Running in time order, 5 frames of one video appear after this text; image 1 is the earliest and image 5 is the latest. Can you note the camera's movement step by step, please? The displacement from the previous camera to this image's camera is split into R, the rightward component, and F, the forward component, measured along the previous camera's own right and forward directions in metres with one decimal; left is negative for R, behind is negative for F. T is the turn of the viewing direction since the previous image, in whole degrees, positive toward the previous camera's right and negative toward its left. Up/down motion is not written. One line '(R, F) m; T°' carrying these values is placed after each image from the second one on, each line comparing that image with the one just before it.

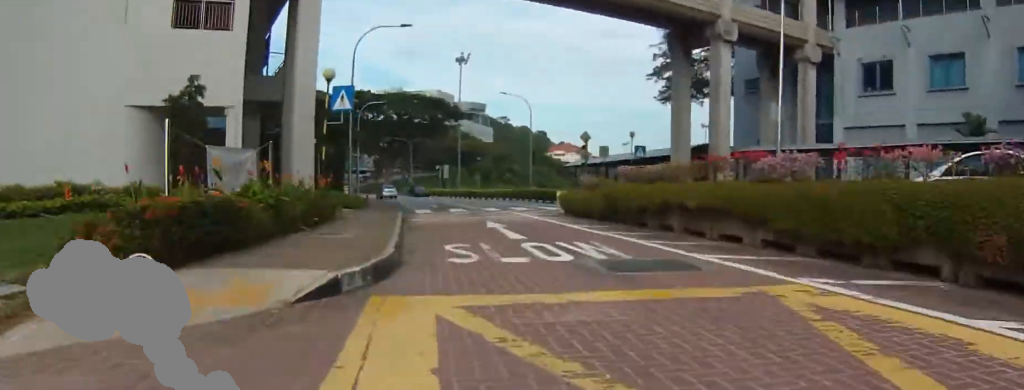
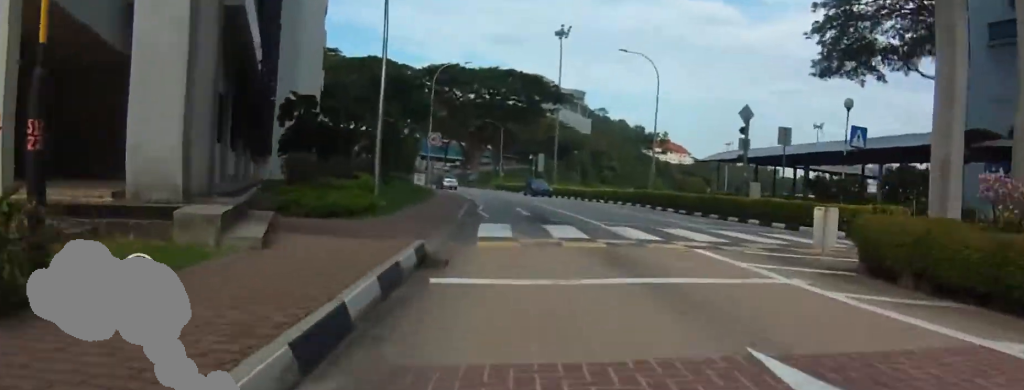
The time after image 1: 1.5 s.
(+1.4, +11.5) m; +7°
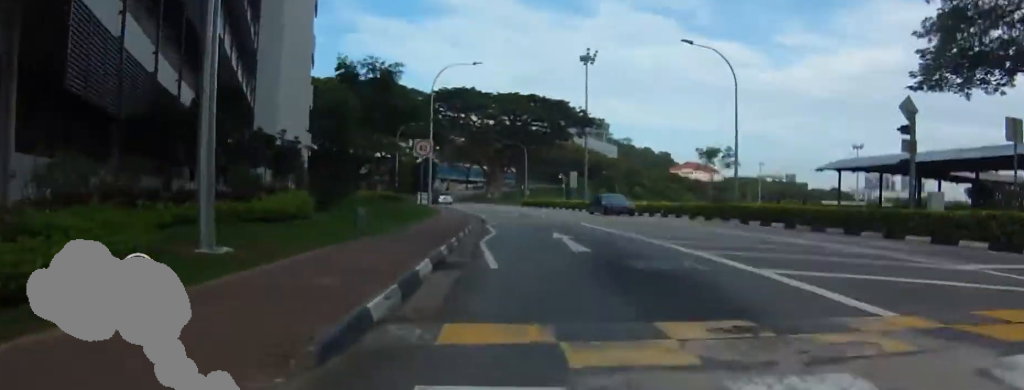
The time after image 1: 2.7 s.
(-0.8, +10.0) m; -9°
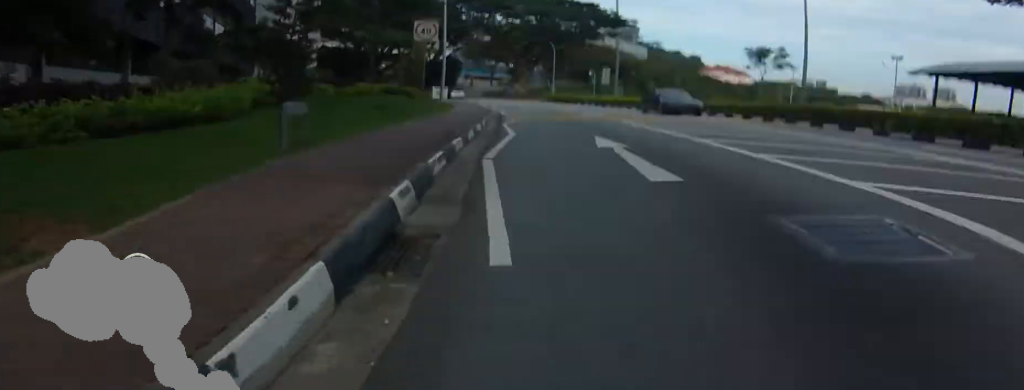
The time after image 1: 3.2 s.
(-0.1, +4.1) m; -1°
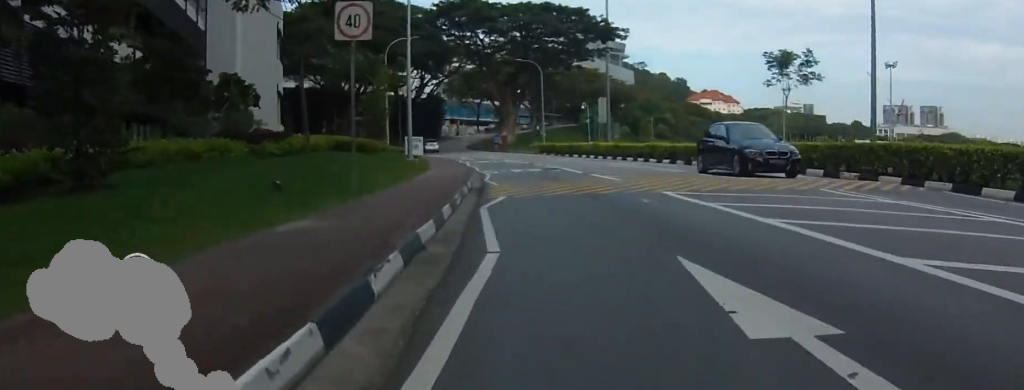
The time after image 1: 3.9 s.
(0.0, +5.8) m; 0°
